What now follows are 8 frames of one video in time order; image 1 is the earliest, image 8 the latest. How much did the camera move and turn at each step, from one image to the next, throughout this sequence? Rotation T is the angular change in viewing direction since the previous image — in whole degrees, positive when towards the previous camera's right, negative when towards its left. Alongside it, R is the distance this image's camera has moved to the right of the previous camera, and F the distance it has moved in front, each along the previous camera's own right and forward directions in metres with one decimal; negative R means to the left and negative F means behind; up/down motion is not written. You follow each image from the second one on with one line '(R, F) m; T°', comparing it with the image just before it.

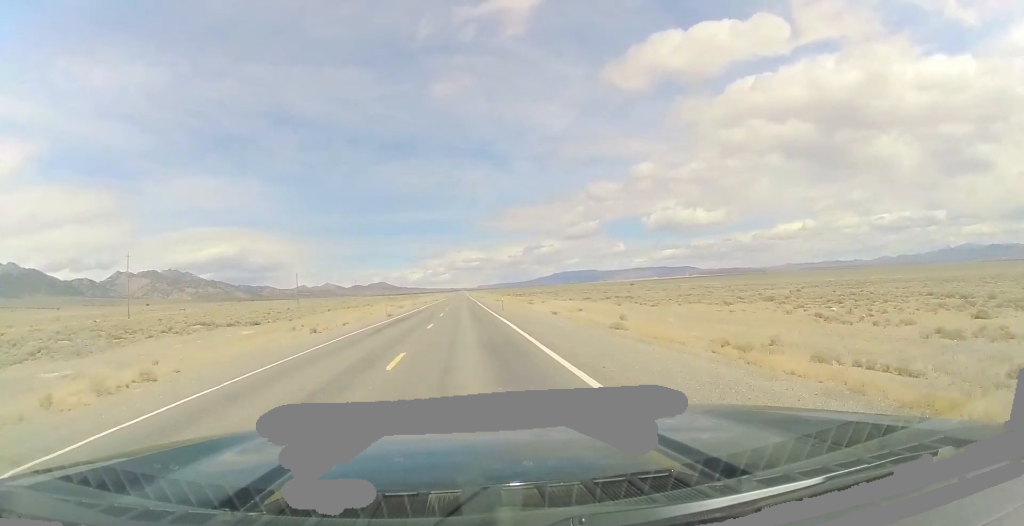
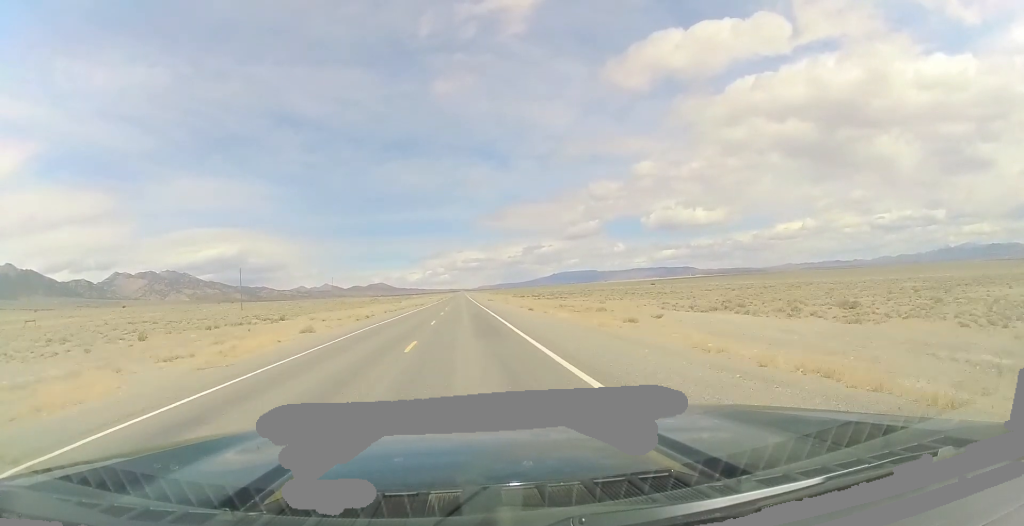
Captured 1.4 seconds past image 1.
(-0.7, +50.8) m; -2°
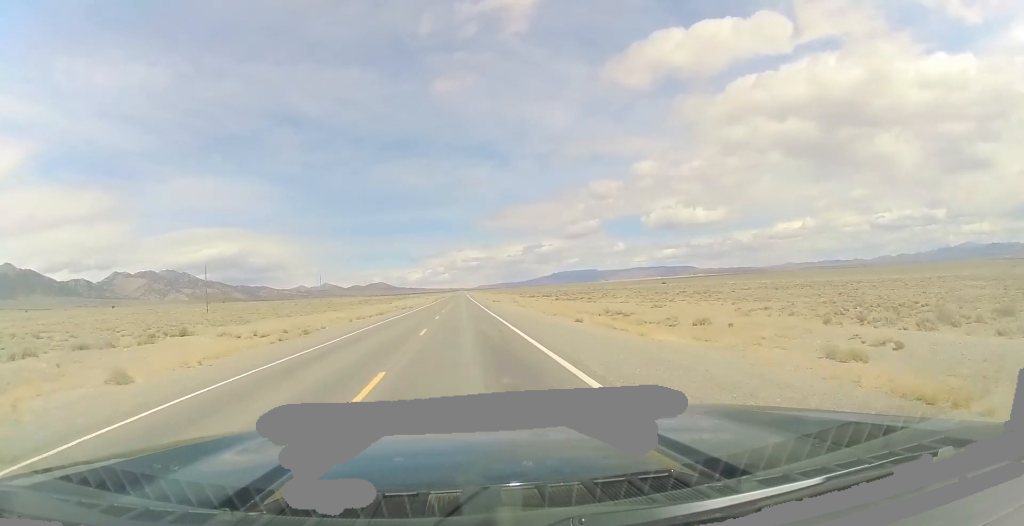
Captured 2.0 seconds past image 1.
(0.0, +21.2) m; 0°
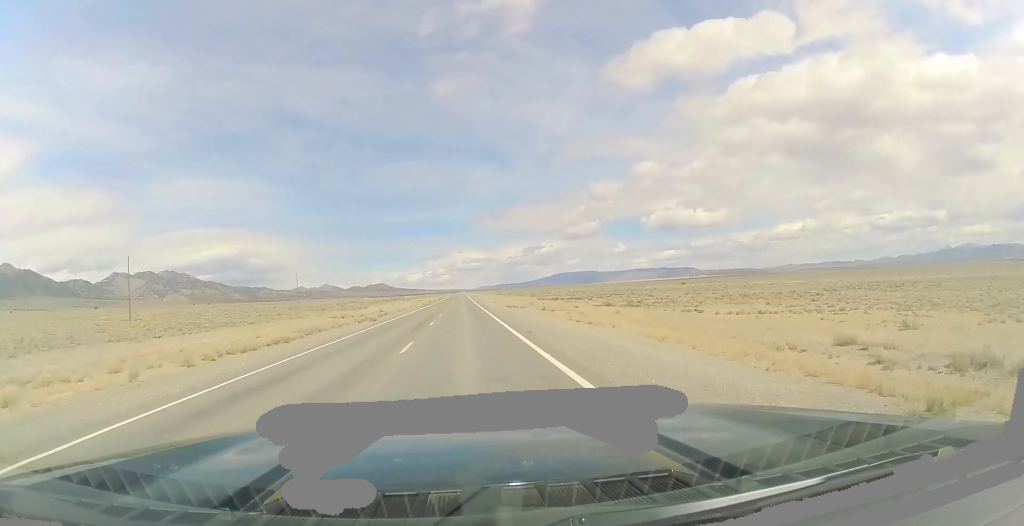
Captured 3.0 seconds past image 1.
(+0.2, +32.9) m; +1°
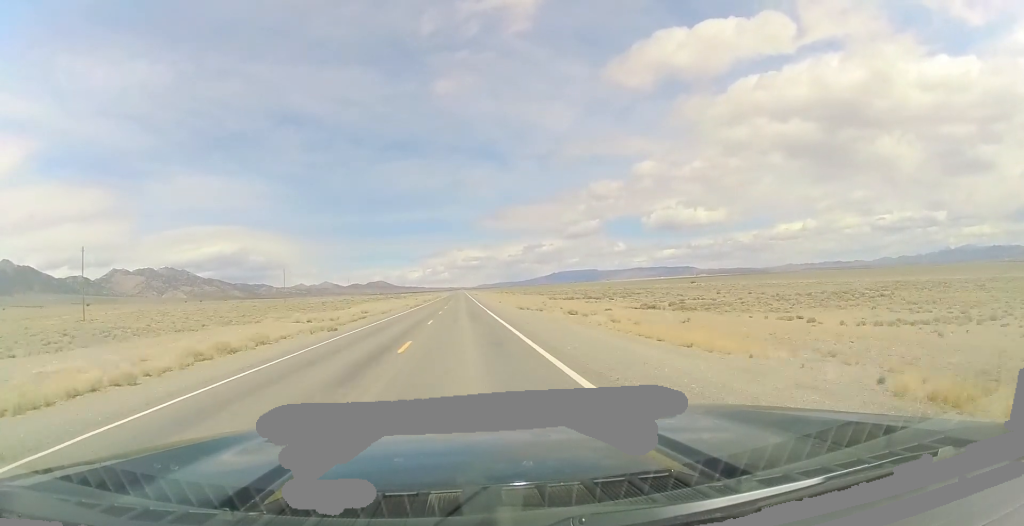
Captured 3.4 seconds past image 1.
(0.0, +14.1) m; 0°
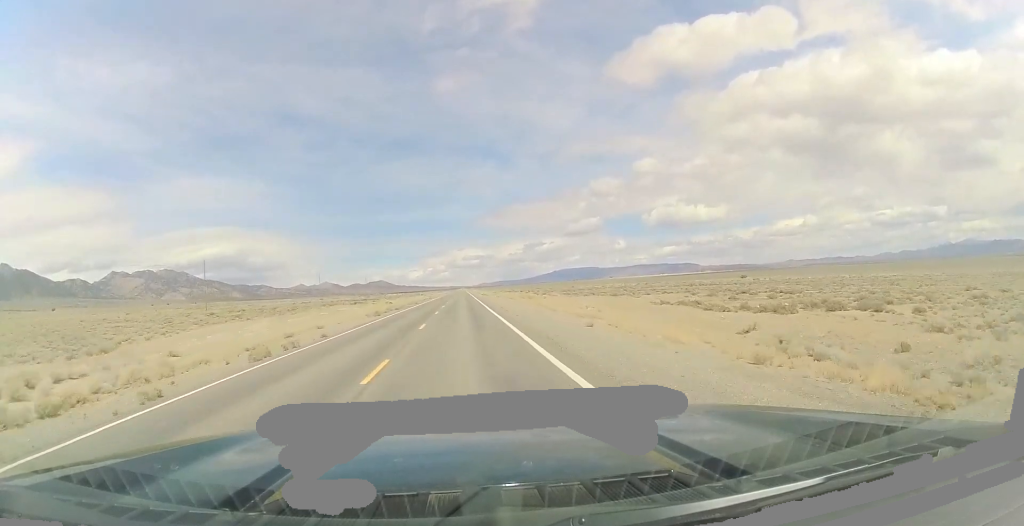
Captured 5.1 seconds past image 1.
(+0.4, +59.7) m; 0°
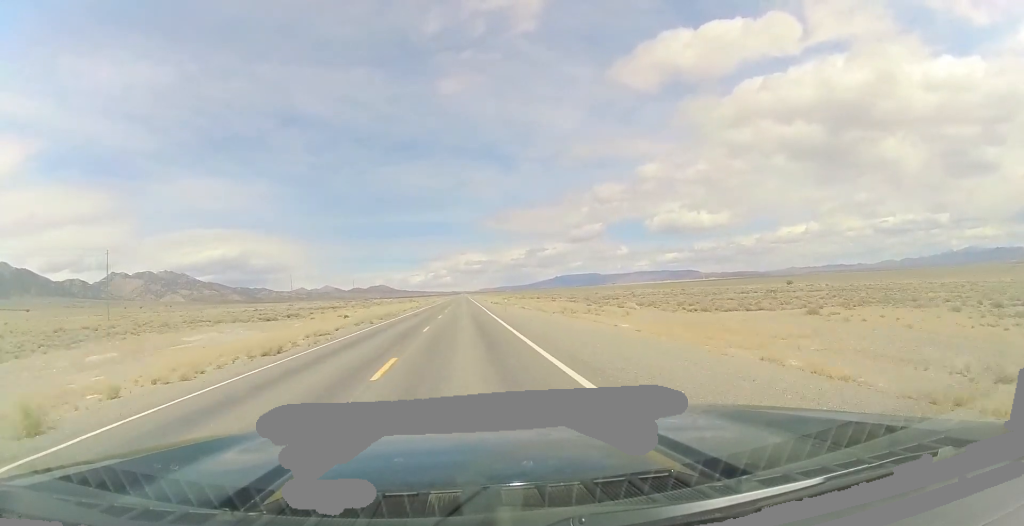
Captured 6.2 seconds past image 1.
(-0.4, +39.6) m; -1°
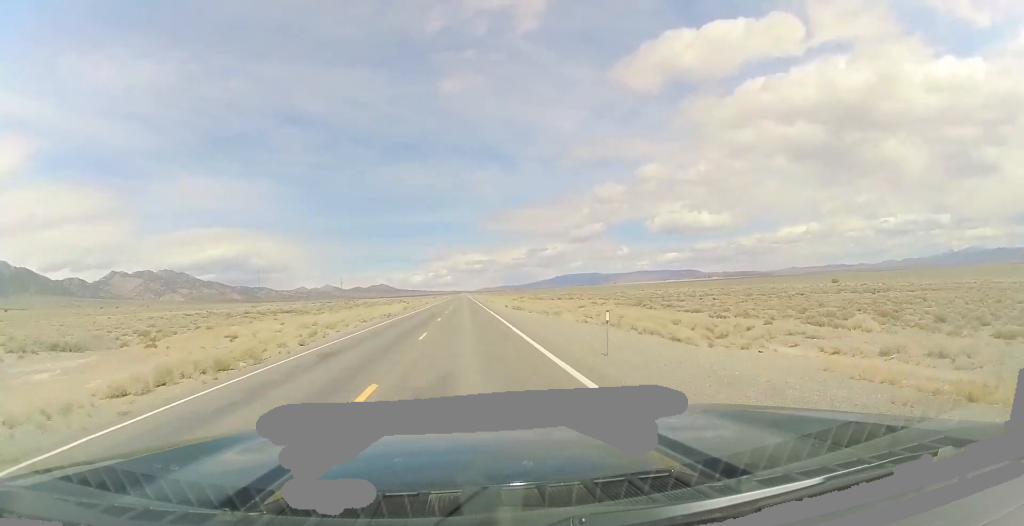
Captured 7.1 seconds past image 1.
(-0.1, +31.2) m; 0°
